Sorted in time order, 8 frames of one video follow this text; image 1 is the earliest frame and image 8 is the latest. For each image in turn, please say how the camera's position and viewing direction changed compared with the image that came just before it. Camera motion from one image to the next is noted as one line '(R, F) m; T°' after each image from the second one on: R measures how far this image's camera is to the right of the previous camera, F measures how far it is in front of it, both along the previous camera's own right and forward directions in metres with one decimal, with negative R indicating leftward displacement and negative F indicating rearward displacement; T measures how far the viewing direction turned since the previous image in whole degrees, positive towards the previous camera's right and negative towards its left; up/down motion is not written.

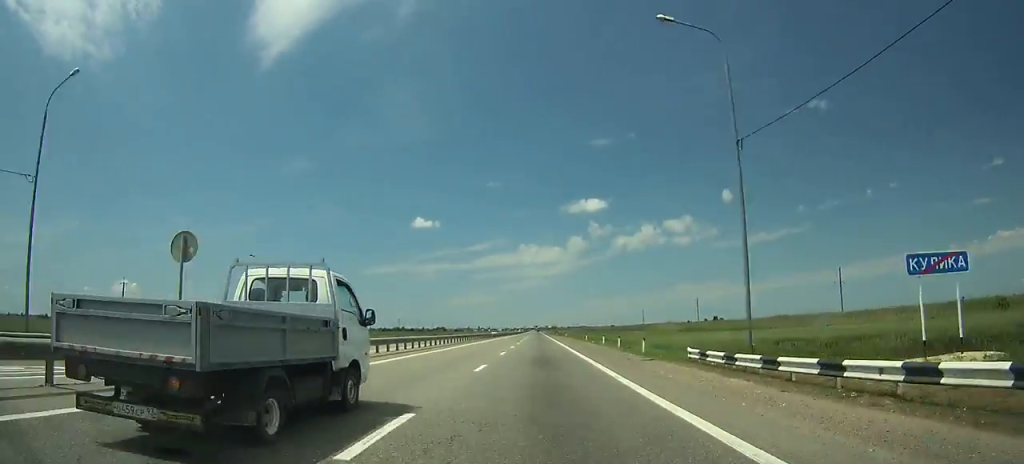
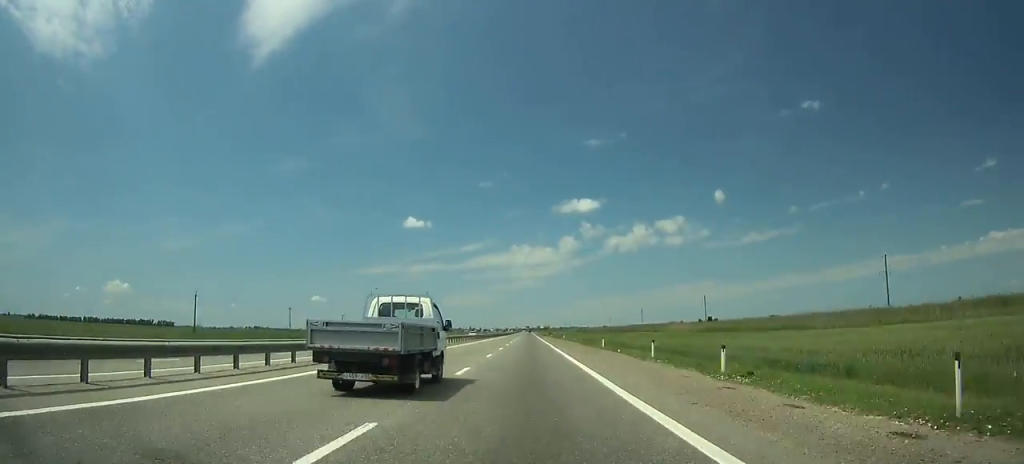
(-0.2, +25.3) m; 0°
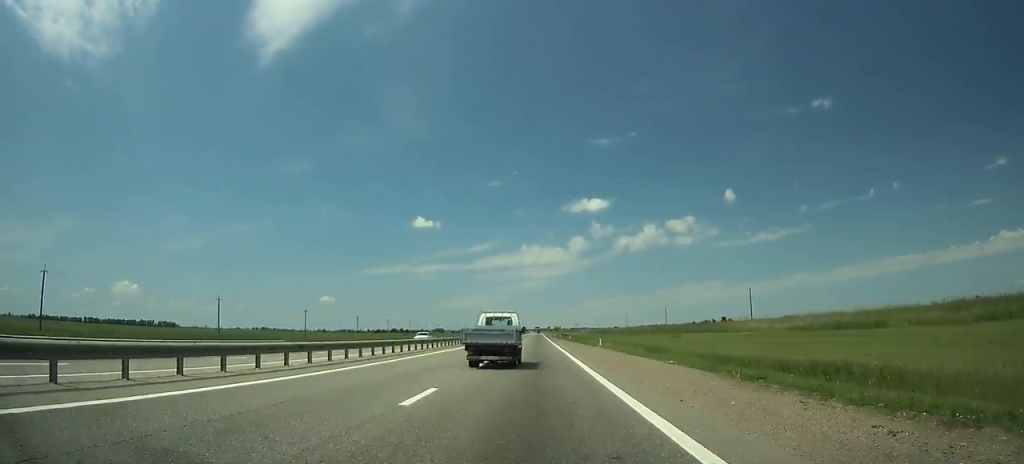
(+0.4, +42.8) m; 0°
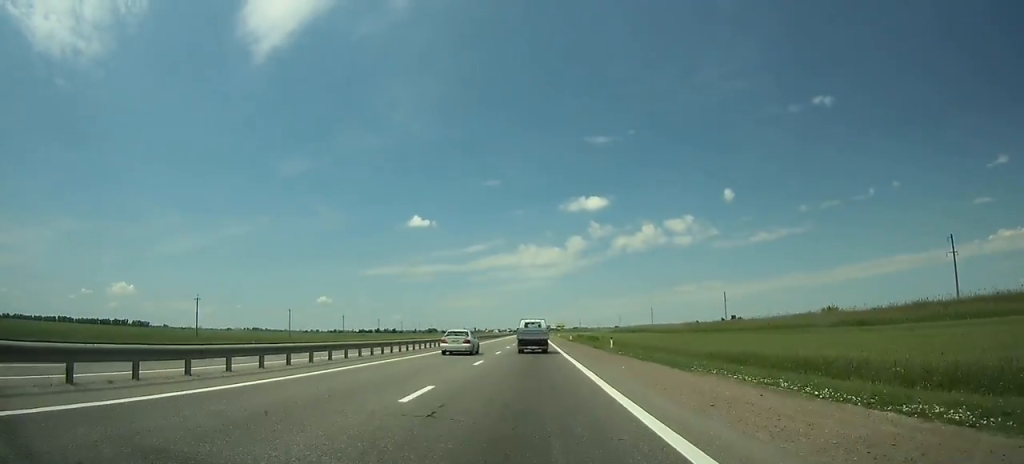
(+0.3, +106.1) m; 0°
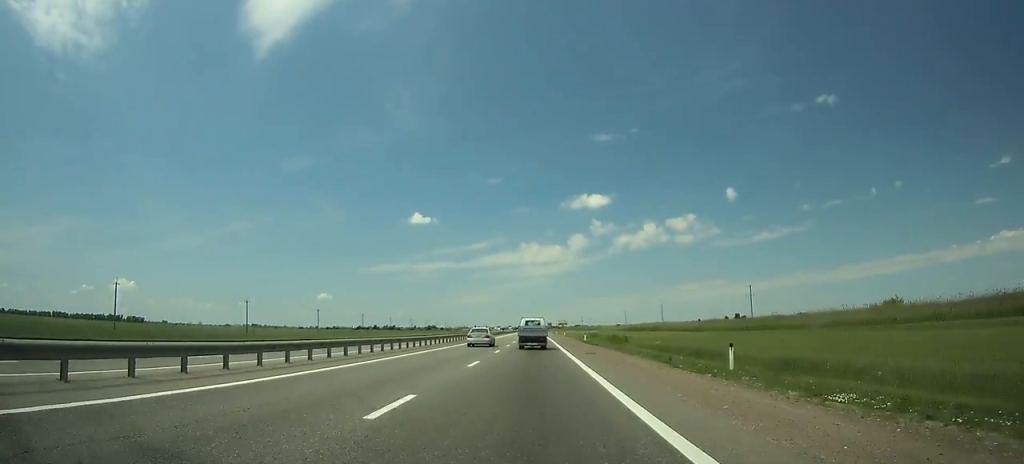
(0.0, +26.2) m; 0°
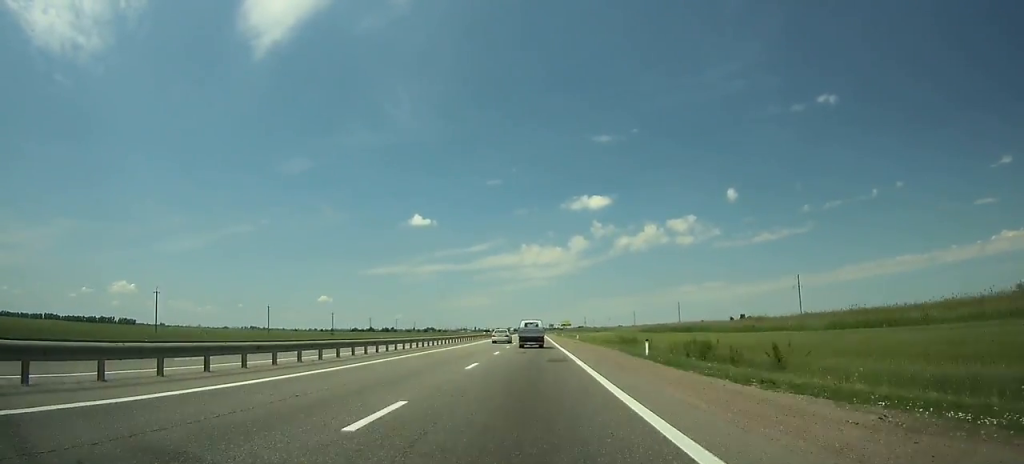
(0.0, +37.0) m; 0°
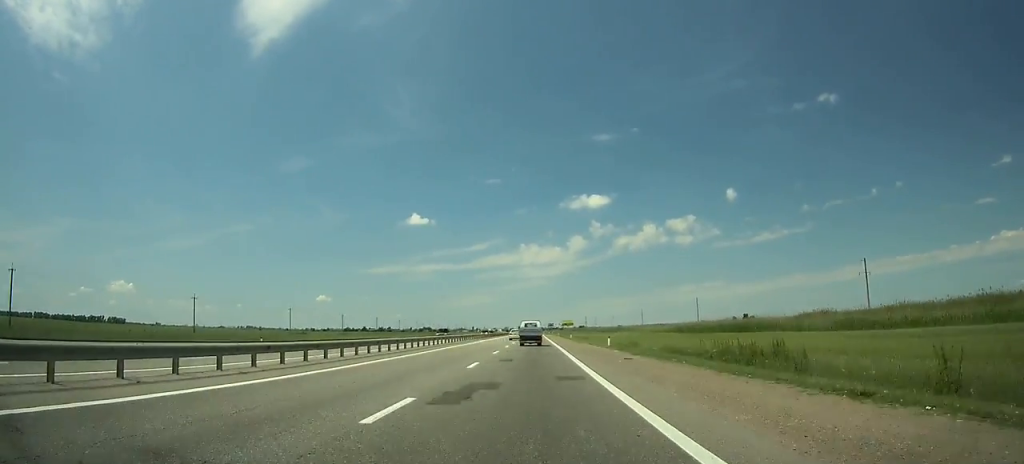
(-0.1, +34.8) m; 0°
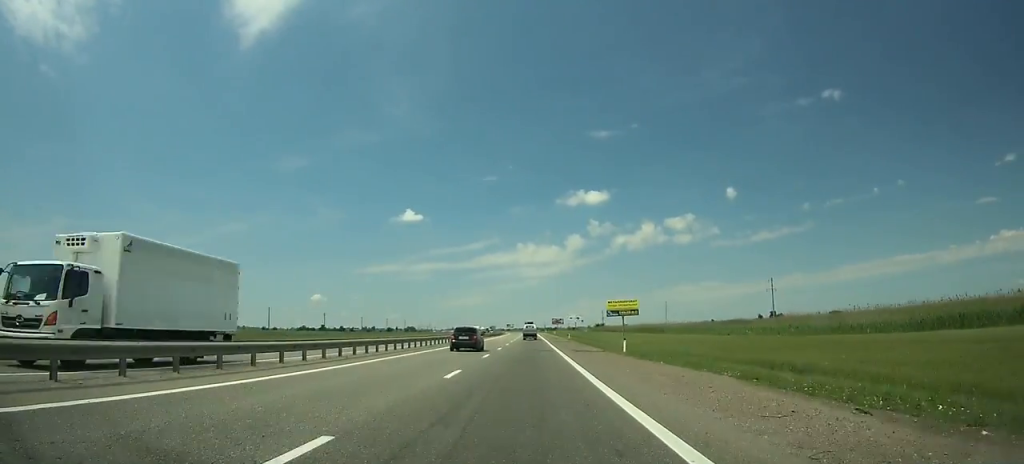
(+1.6, +209.4) m; 0°
